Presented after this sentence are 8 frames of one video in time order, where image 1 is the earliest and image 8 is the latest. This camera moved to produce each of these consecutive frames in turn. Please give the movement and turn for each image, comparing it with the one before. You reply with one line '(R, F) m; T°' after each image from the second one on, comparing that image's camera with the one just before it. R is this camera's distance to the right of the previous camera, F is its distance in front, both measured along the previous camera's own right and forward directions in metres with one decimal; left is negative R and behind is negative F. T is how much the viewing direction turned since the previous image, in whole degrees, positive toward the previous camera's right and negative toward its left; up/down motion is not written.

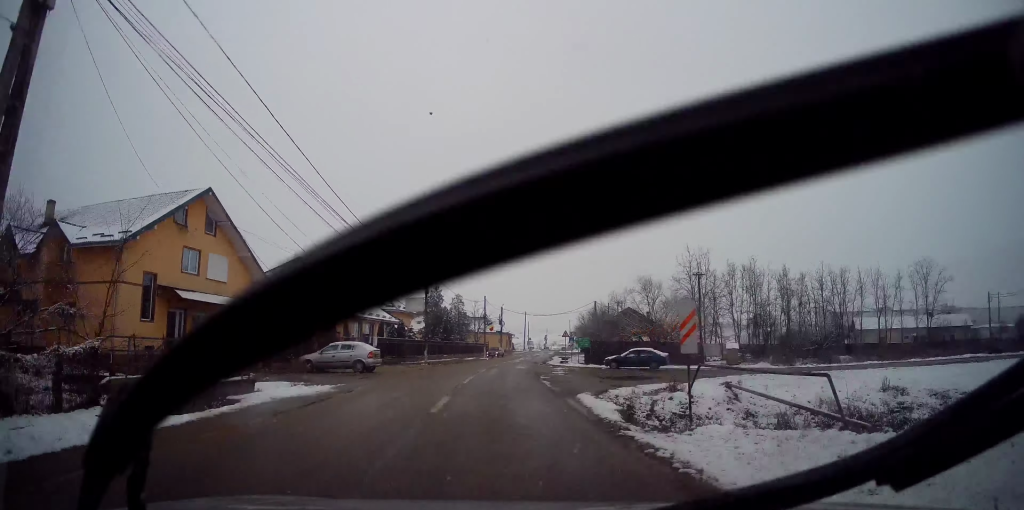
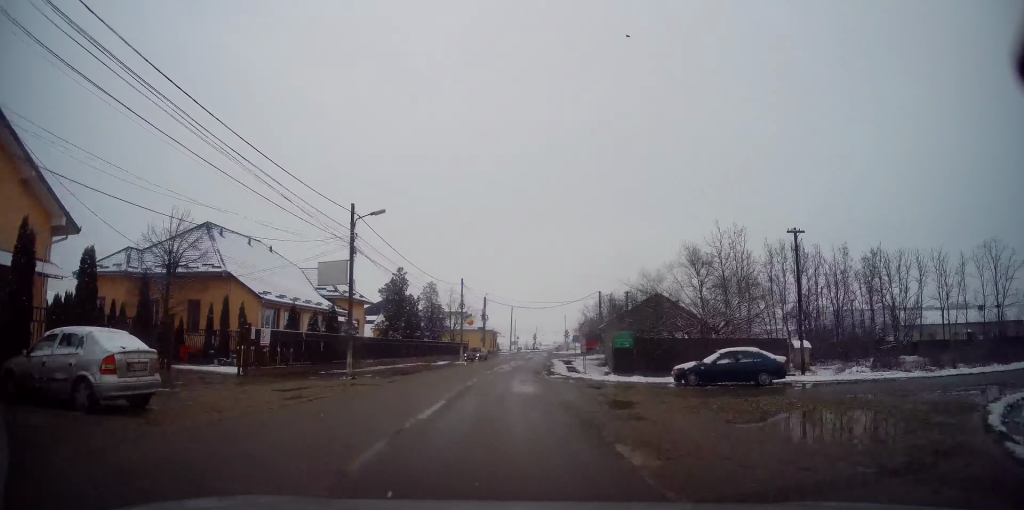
(+0.5, +17.3) m; +3°
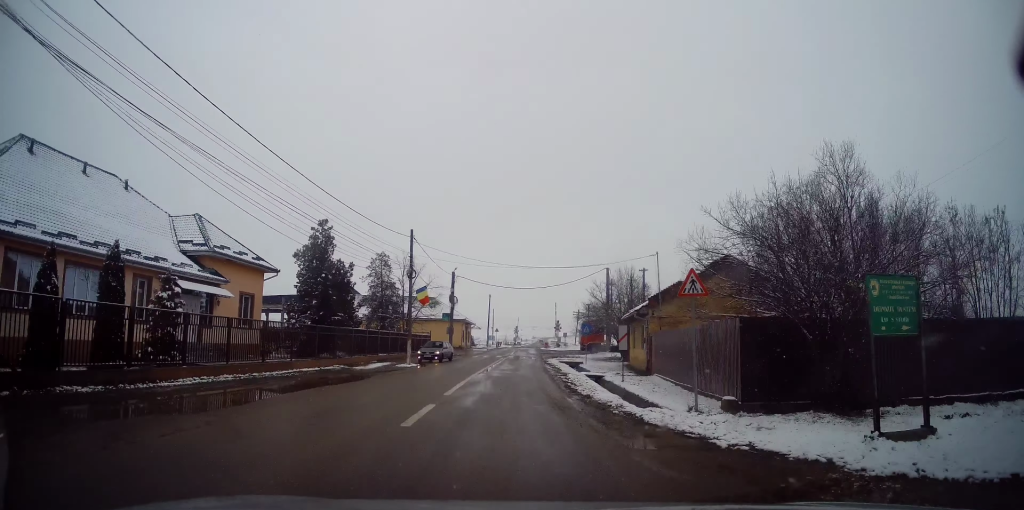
(+0.4, +19.0) m; +3°
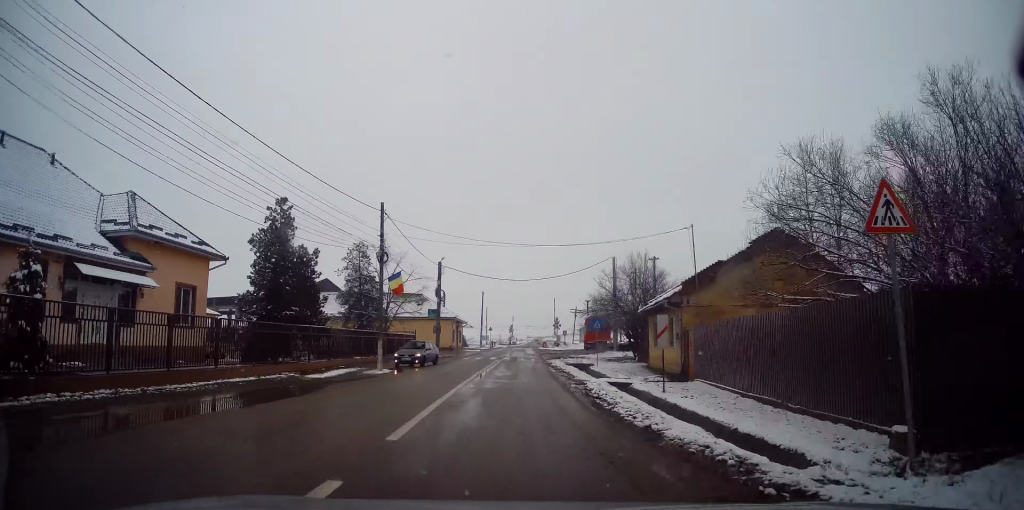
(0.0, +6.3) m; +1°
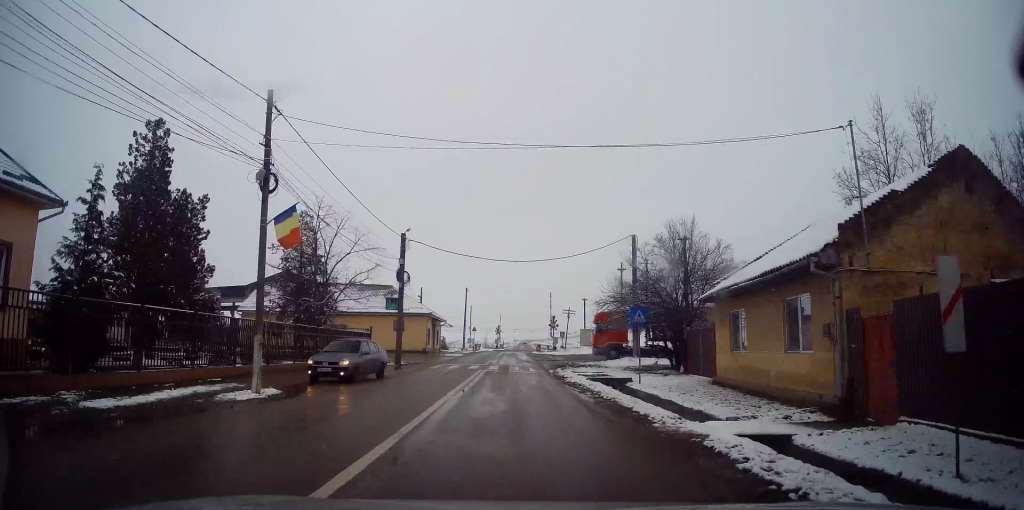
(+0.2, +11.8) m; +1°
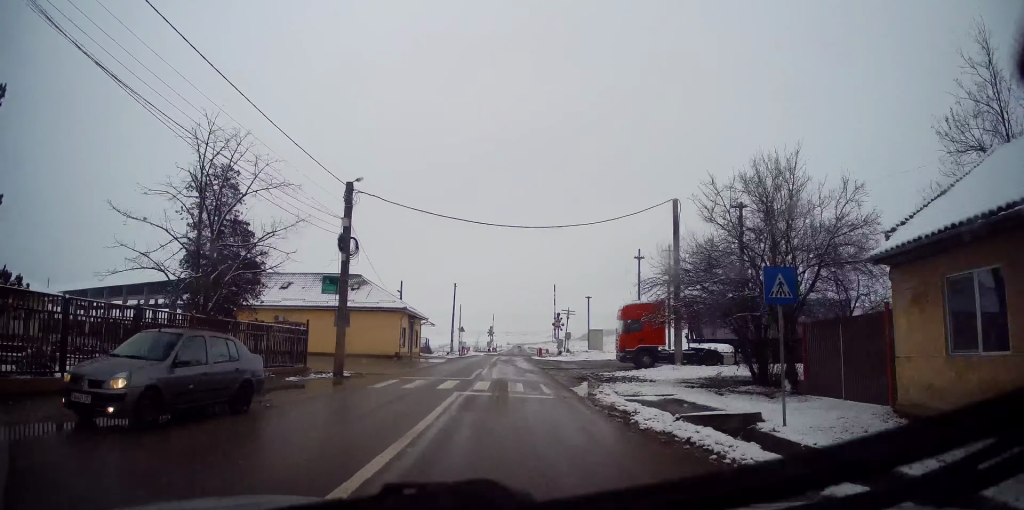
(0.0, +10.5) m; 0°
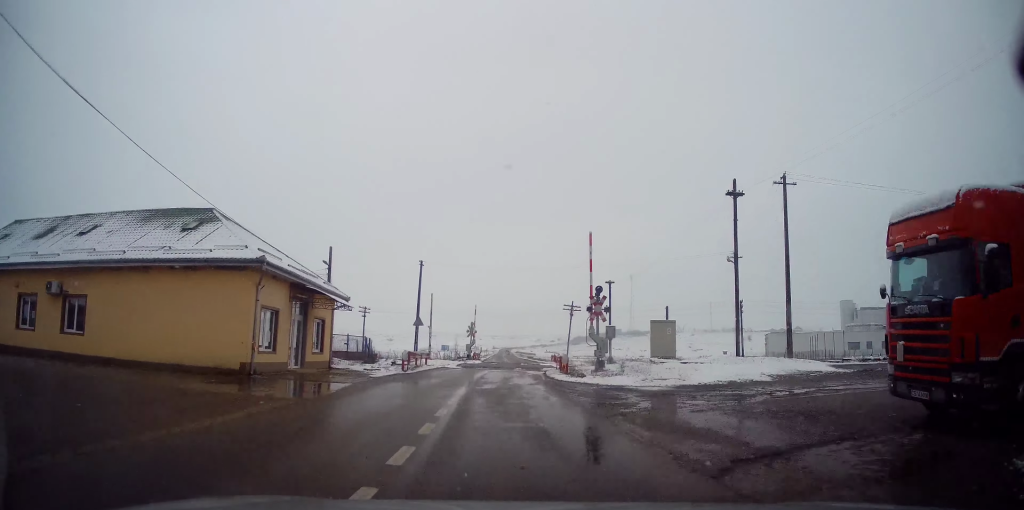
(+0.1, +22.7) m; +1°
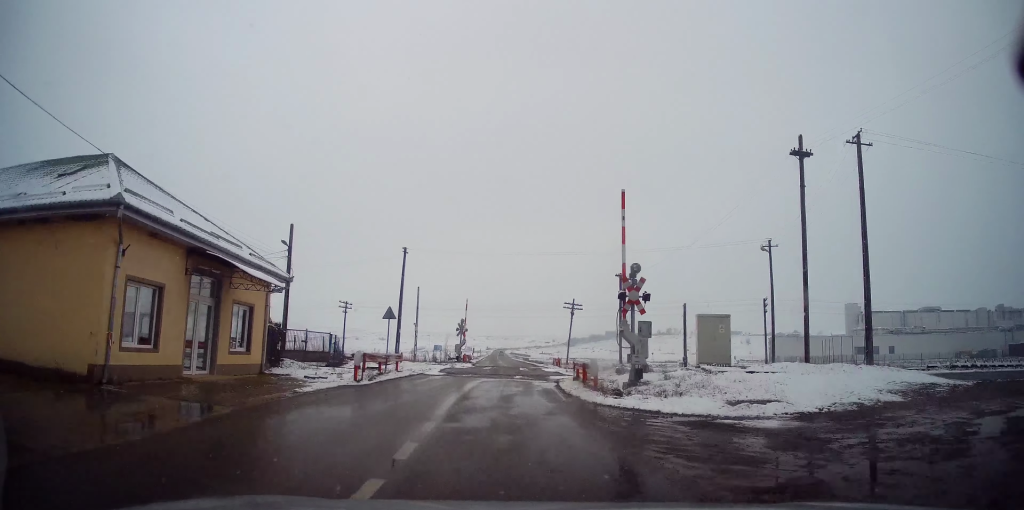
(+0.1, +7.0) m; 0°
